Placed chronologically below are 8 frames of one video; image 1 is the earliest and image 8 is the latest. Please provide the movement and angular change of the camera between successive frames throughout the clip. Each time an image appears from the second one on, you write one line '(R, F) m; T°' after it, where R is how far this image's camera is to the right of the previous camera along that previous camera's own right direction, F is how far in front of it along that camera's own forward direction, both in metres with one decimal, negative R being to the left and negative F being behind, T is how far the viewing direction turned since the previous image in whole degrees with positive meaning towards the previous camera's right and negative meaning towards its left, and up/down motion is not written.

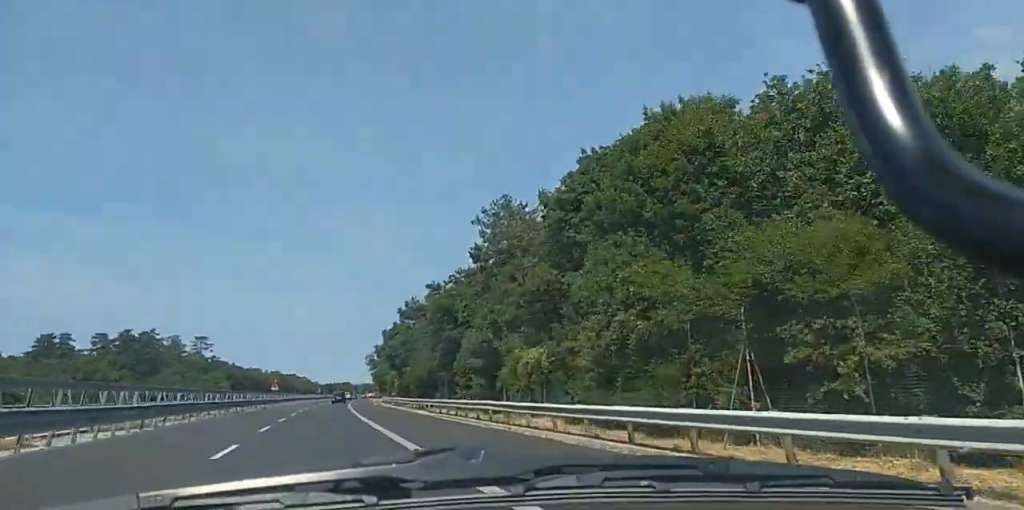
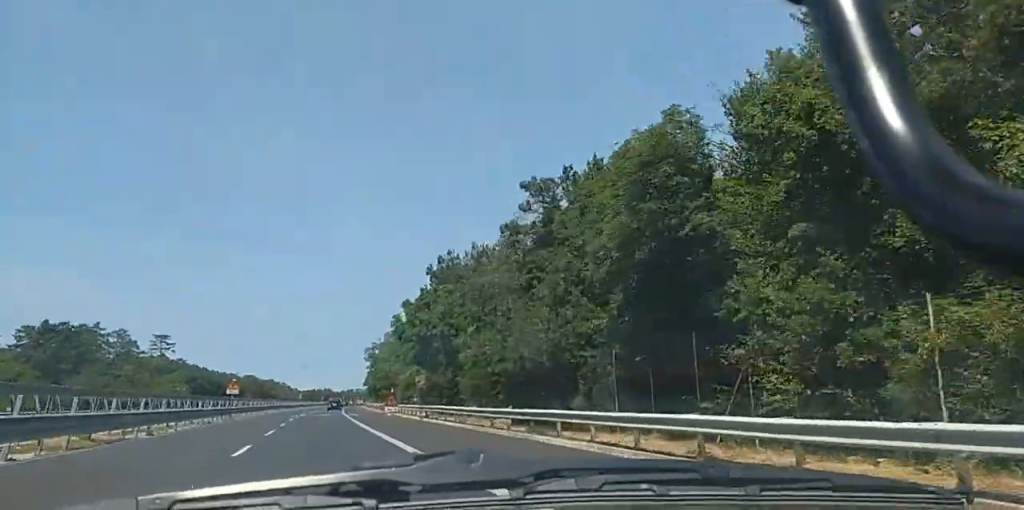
(0.0, +32.2) m; 0°
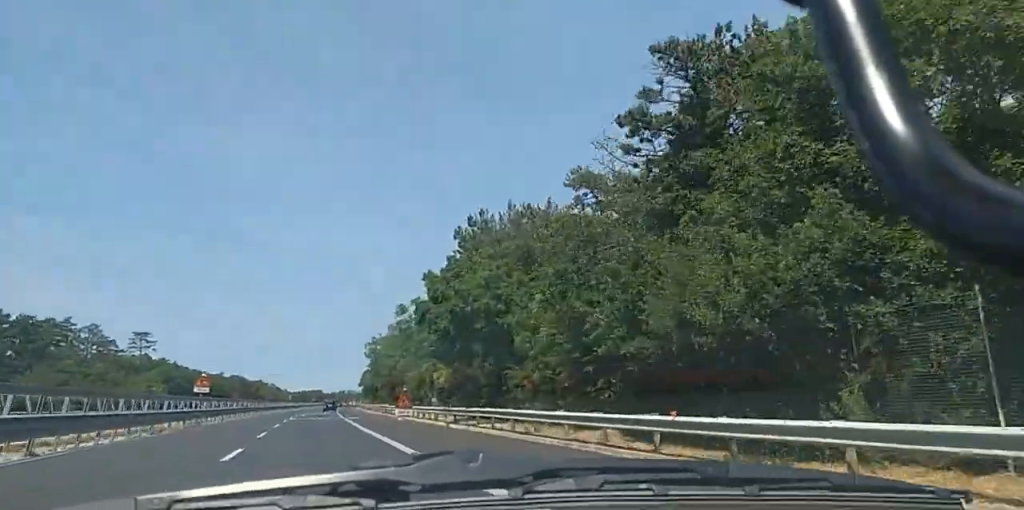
(-0.1, +13.2) m; 0°
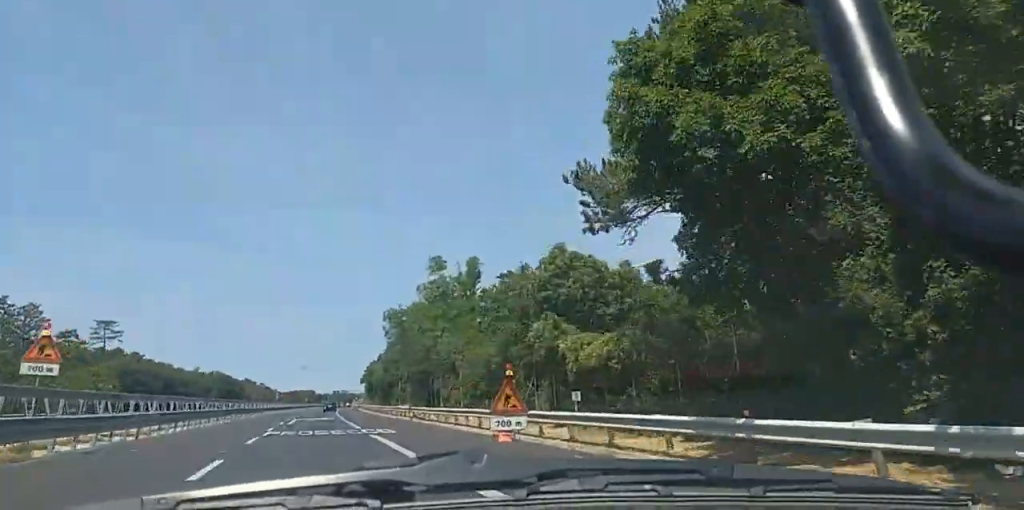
(+0.5, +27.7) m; +1°
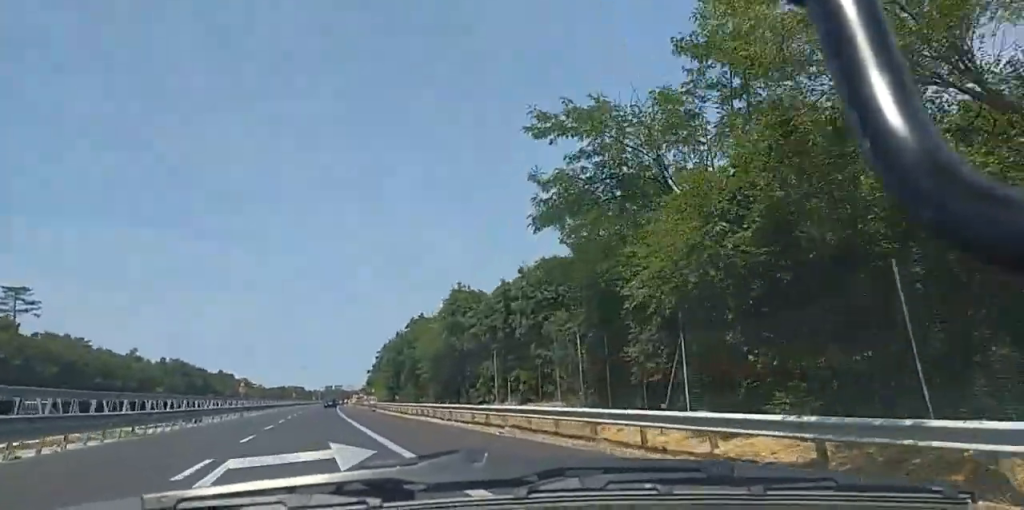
(+0.4, +46.3) m; +2°
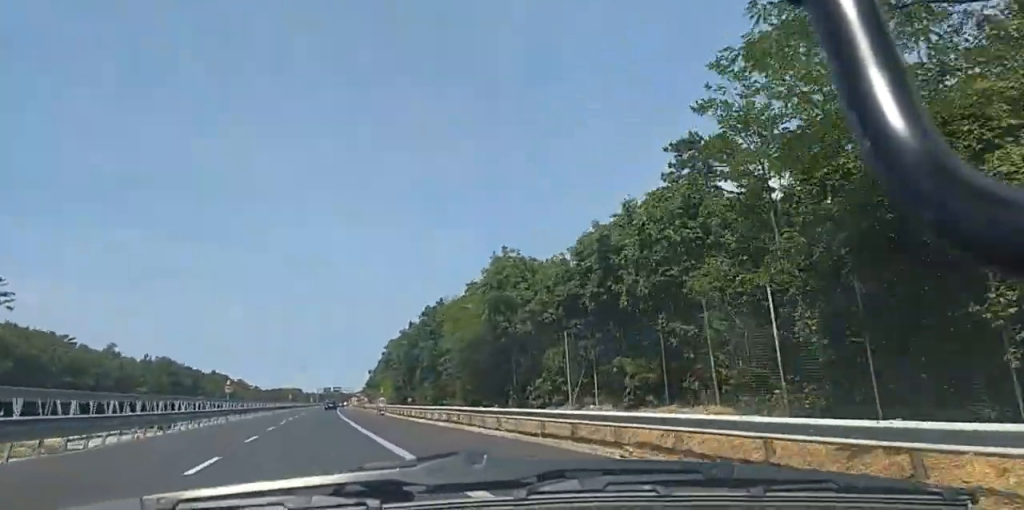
(+0.3, +10.7) m; 0°
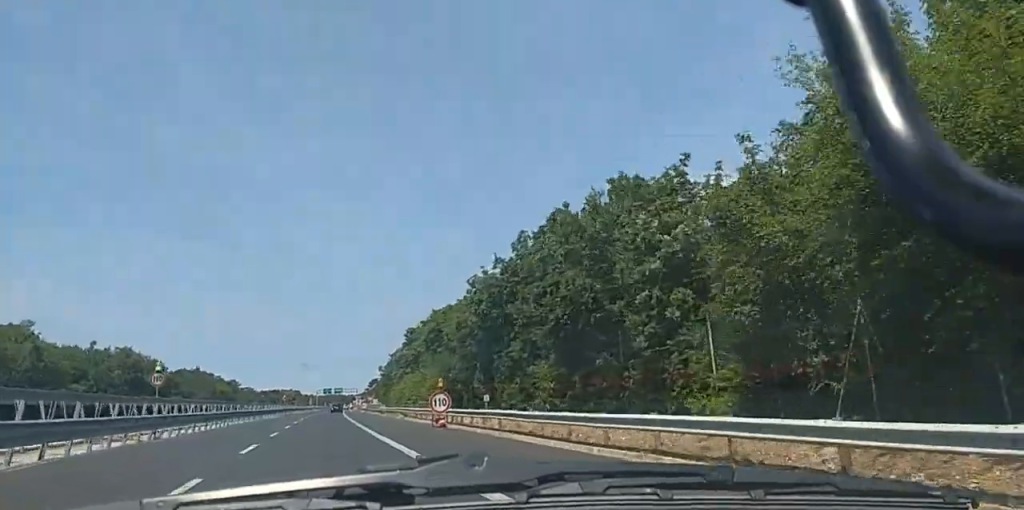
(-0.1, +28.3) m; -1°
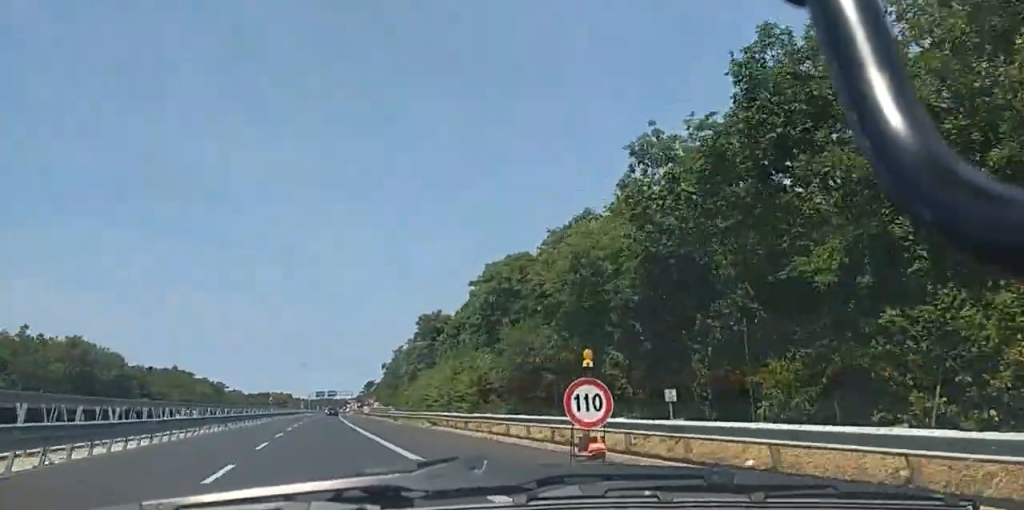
(0.0, +18.3) m; +1°
